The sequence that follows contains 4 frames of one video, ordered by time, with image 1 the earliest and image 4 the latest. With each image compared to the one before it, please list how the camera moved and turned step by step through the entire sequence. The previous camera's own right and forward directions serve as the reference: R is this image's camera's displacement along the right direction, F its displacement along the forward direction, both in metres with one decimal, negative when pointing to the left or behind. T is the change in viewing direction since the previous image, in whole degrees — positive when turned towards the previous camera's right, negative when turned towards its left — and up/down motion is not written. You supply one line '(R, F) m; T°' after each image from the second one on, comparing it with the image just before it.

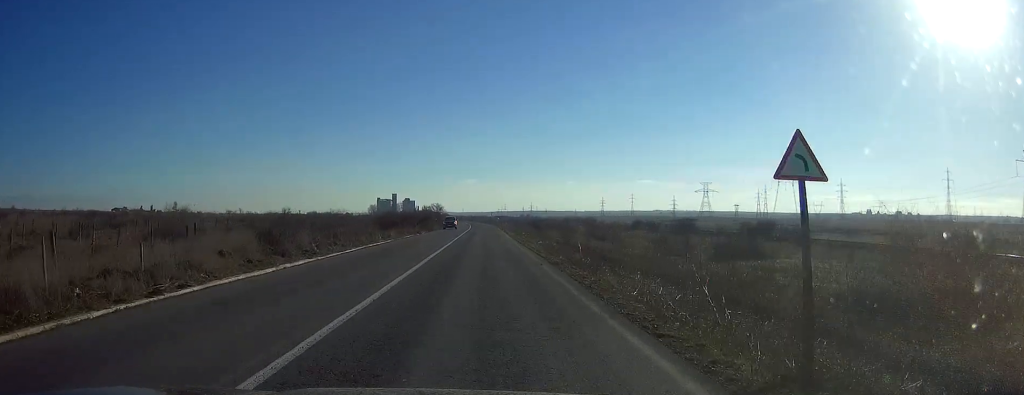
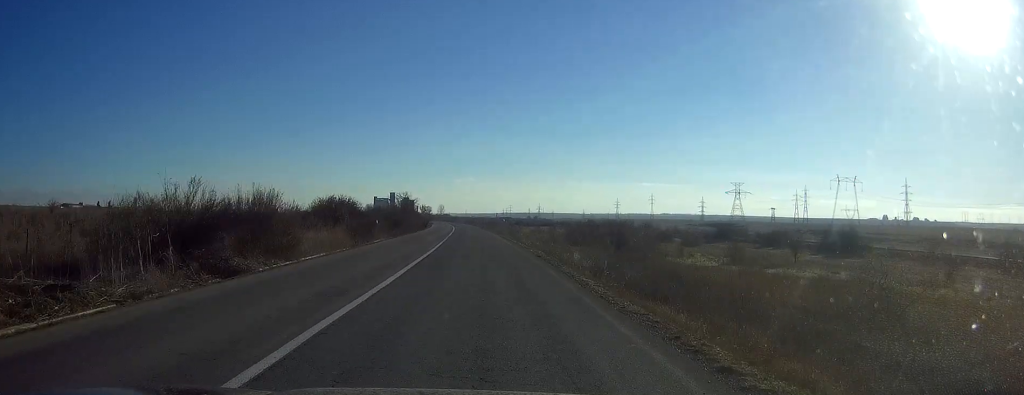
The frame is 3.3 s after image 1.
(-0.3, +88.7) m; -1°
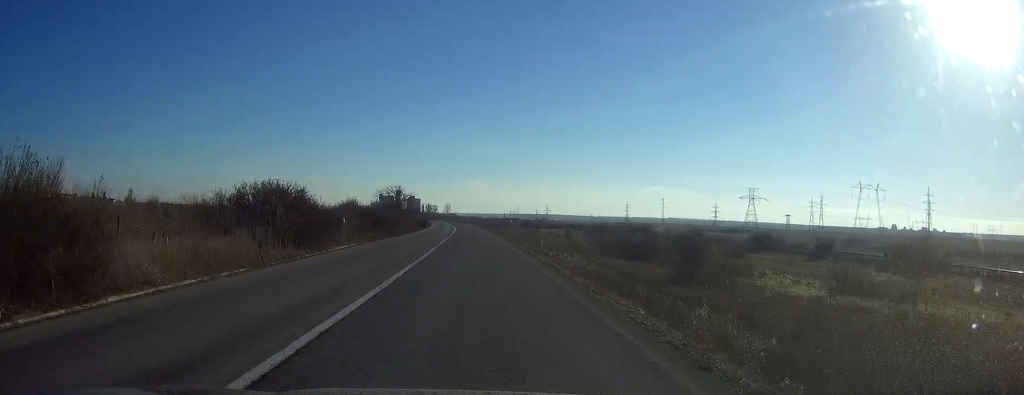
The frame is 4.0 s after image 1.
(0.0, +19.6) m; 0°
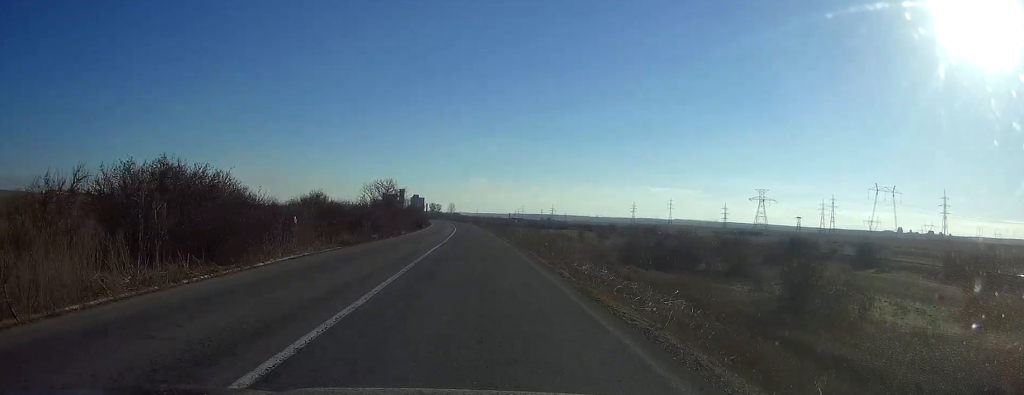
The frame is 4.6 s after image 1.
(-0.1, +14.2) m; 0°
